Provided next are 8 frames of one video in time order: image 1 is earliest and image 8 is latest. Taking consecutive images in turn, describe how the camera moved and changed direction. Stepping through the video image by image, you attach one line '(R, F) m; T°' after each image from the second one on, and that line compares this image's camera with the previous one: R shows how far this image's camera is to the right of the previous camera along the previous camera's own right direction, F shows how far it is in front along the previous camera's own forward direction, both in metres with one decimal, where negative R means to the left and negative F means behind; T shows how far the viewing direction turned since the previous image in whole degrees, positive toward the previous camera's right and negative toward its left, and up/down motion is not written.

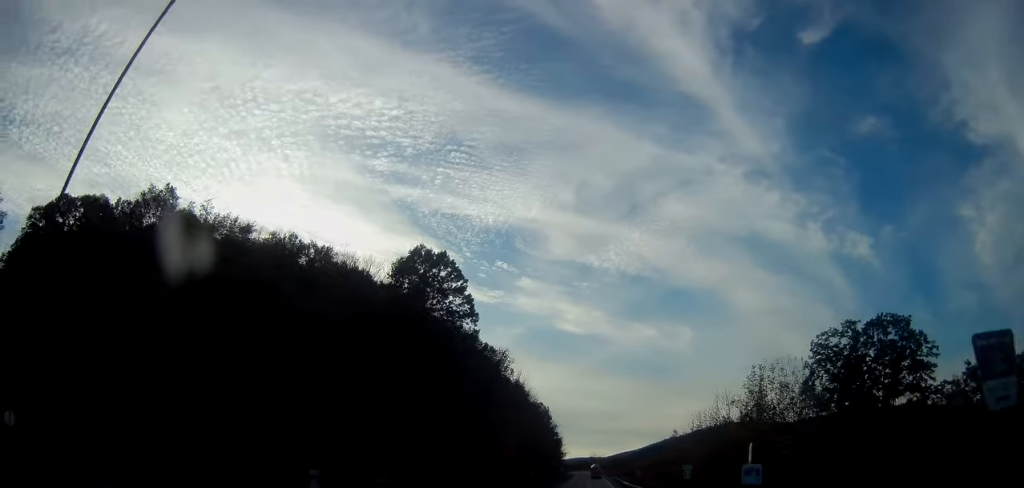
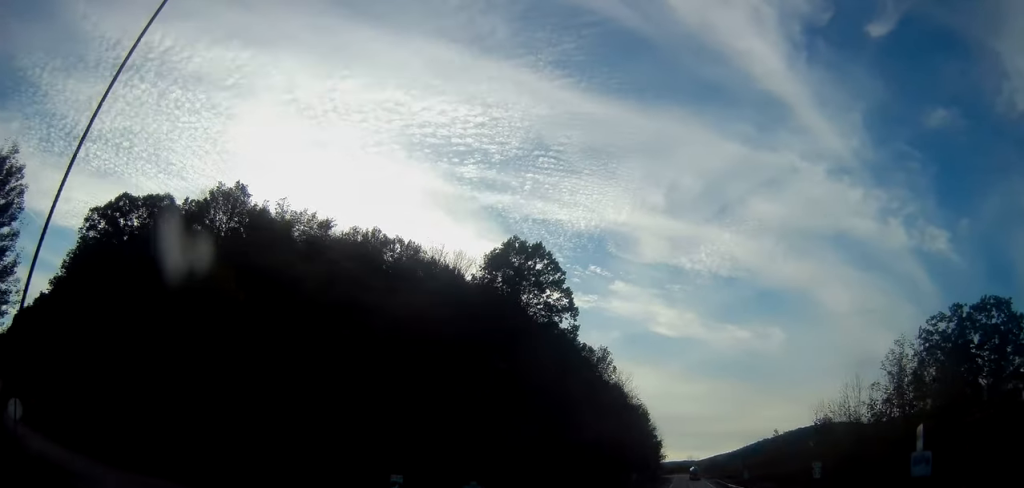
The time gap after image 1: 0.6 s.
(+0.1, +4.8) m; -9°
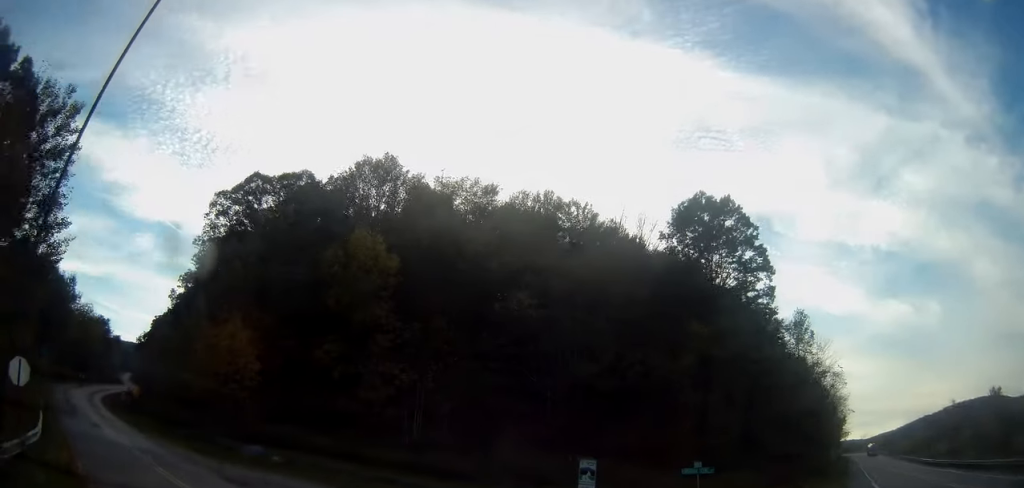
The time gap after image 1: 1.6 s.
(-1.5, +7.6) m; -24°
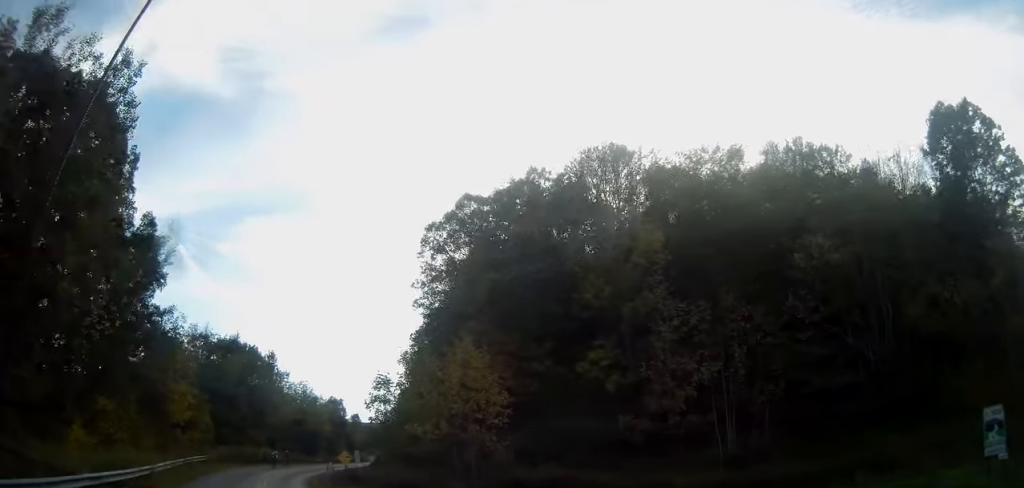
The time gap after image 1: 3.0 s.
(-3.6, +10.7) m; -28°
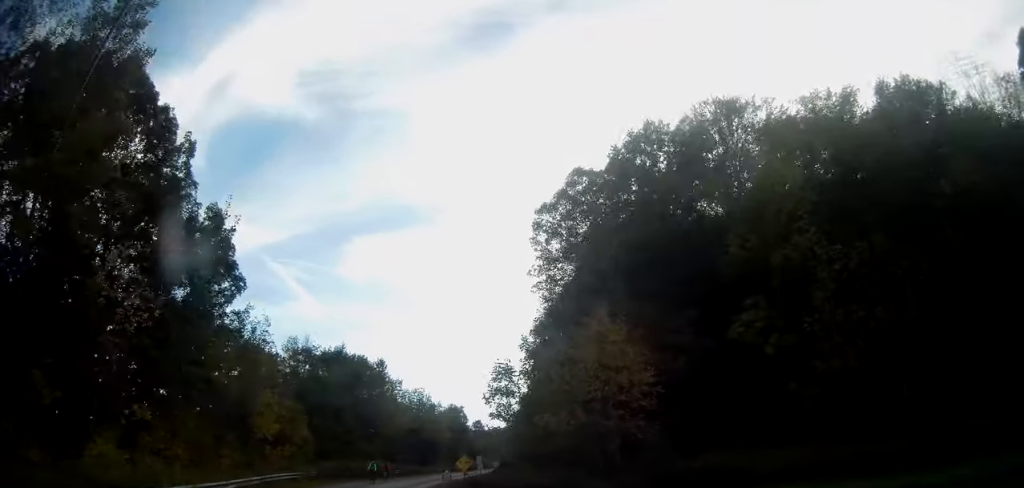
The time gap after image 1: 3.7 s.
(-0.4, +5.9) m; -7°
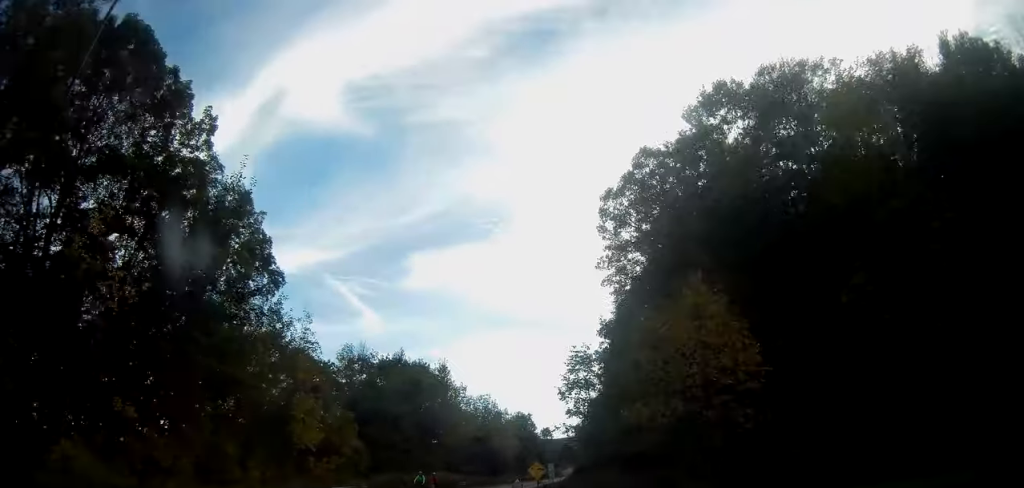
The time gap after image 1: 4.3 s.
(-0.2, +5.2) m; -1°
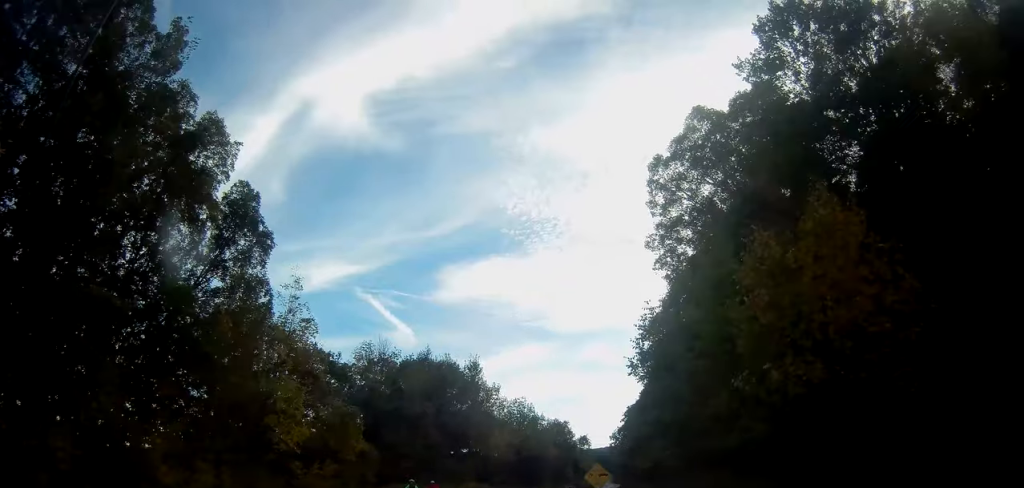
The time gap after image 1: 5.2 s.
(-0.1, +8.7) m; -1°
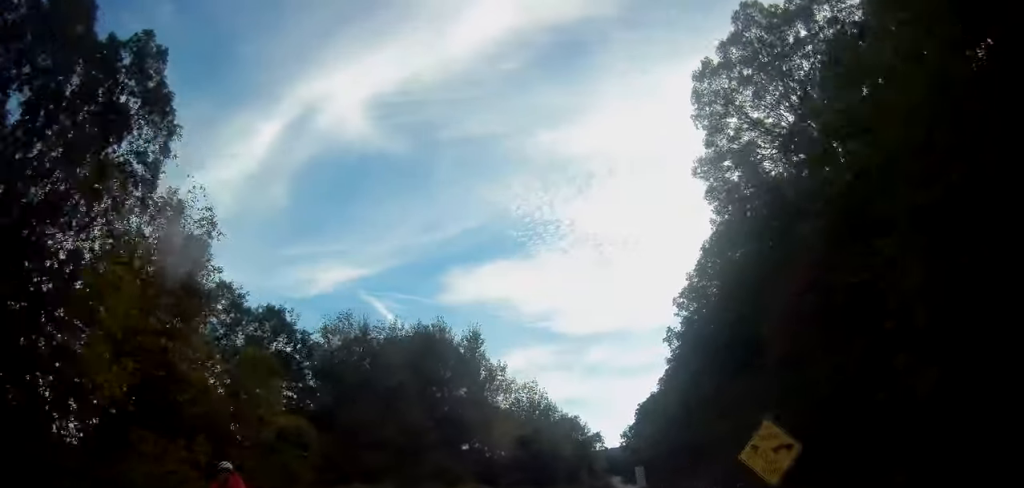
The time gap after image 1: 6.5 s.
(-0.2, +14.0) m; +3°
